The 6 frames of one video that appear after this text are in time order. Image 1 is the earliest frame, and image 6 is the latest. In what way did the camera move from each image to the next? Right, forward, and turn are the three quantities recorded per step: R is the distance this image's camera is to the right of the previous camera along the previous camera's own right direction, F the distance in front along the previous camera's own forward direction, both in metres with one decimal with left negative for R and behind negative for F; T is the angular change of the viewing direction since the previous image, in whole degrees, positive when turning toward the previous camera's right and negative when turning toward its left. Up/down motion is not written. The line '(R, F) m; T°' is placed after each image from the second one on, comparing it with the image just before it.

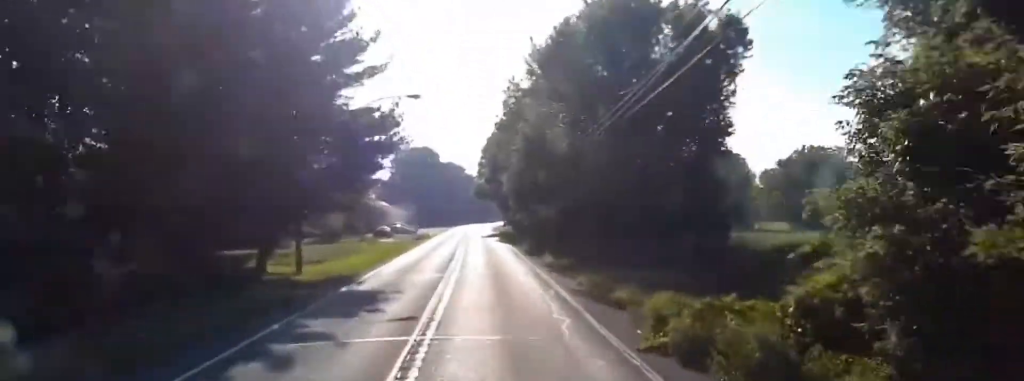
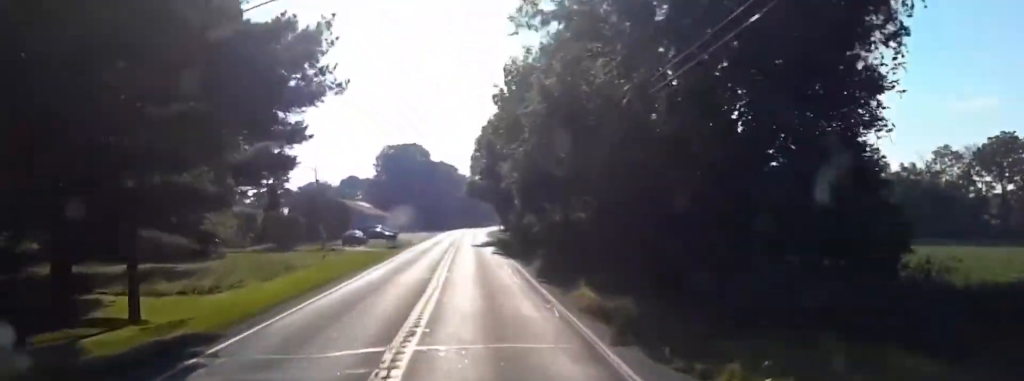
(0.0, +15.6) m; 0°
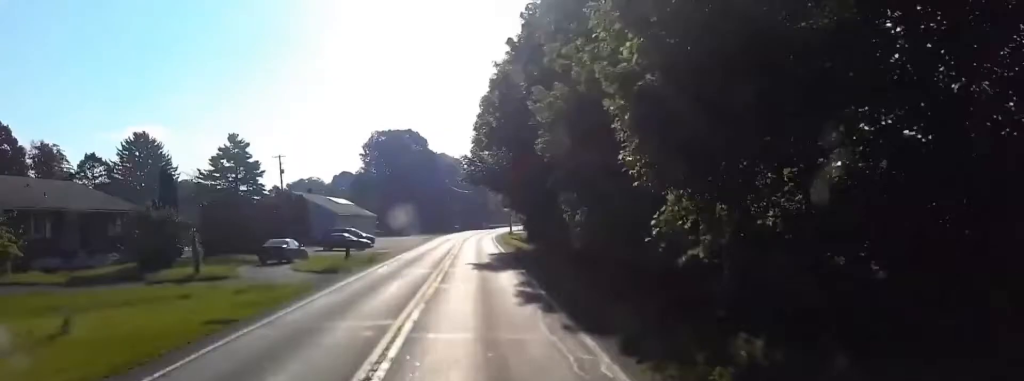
(0.0, +28.7) m; 0°
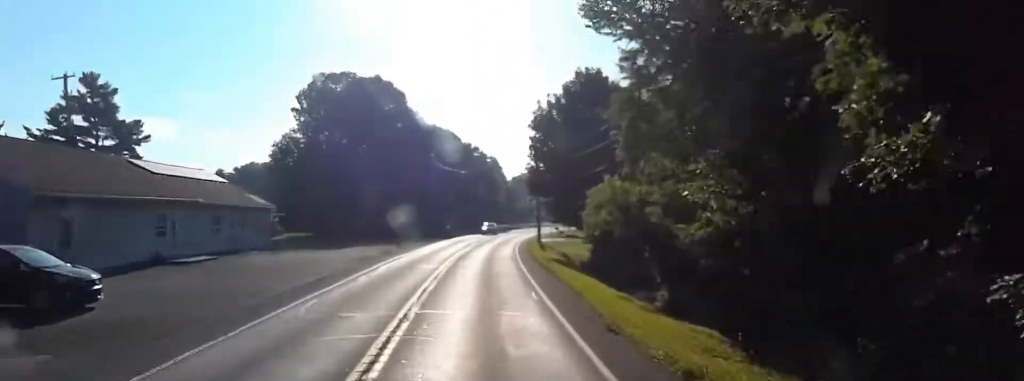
(+0.8, +55.1) m; +2°
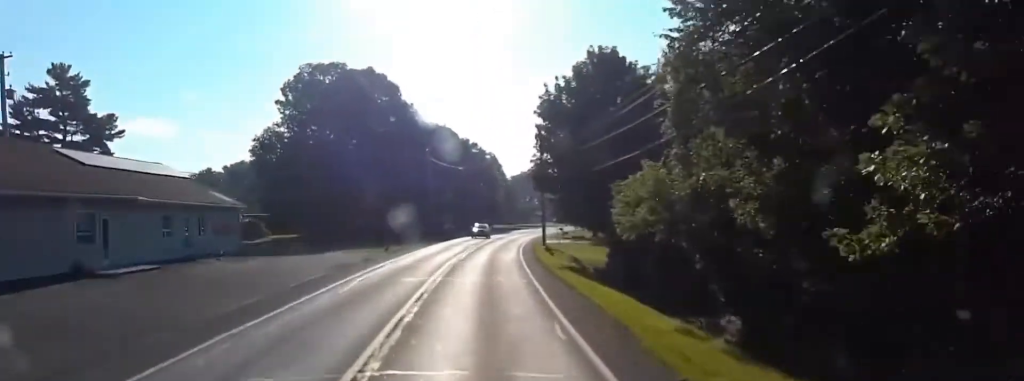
(0.0, +6.6) m; 0°
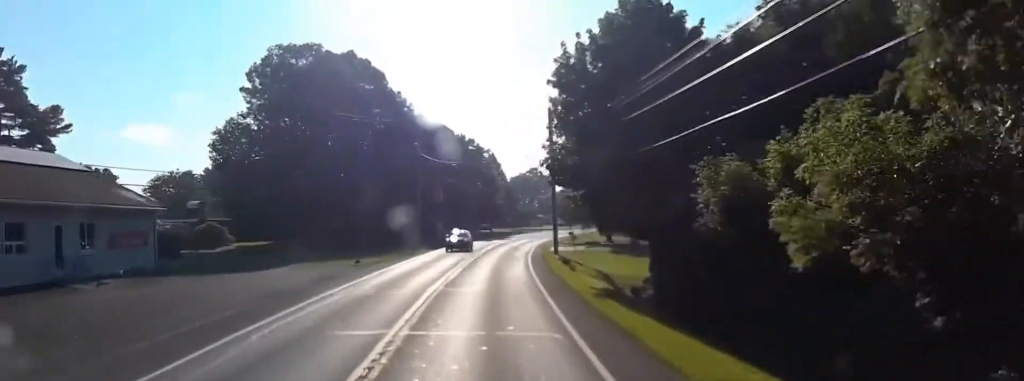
(0.0, +11.2) m; 0°
